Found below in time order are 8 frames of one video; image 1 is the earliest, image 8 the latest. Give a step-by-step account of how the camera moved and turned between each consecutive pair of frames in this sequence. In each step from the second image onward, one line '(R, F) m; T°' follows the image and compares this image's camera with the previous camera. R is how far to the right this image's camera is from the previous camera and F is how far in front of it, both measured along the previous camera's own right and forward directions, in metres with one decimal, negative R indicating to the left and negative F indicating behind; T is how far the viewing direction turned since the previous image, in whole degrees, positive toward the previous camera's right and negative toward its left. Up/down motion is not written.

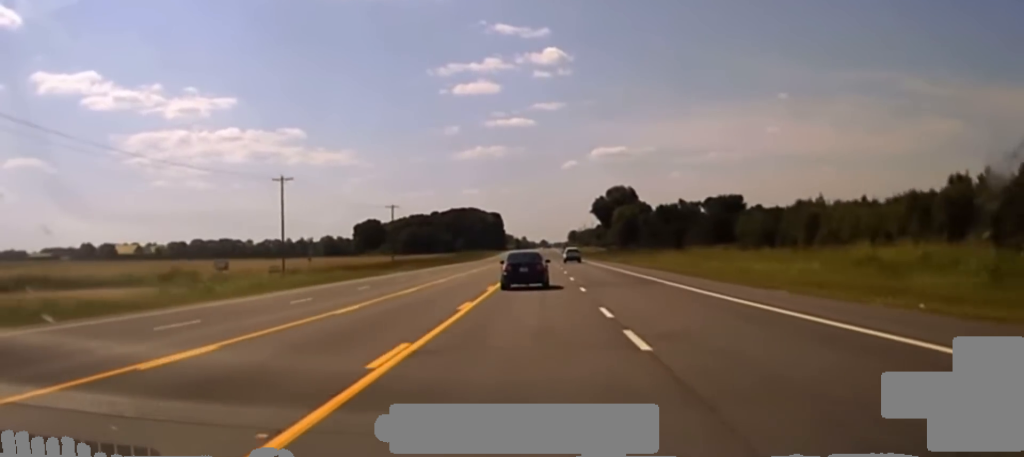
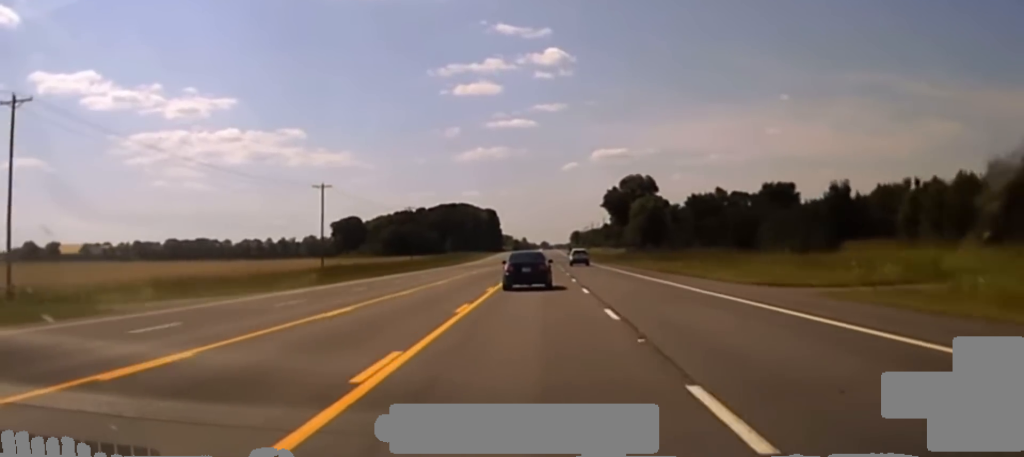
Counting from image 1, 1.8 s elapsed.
(0.0, +60.7) m; +1°
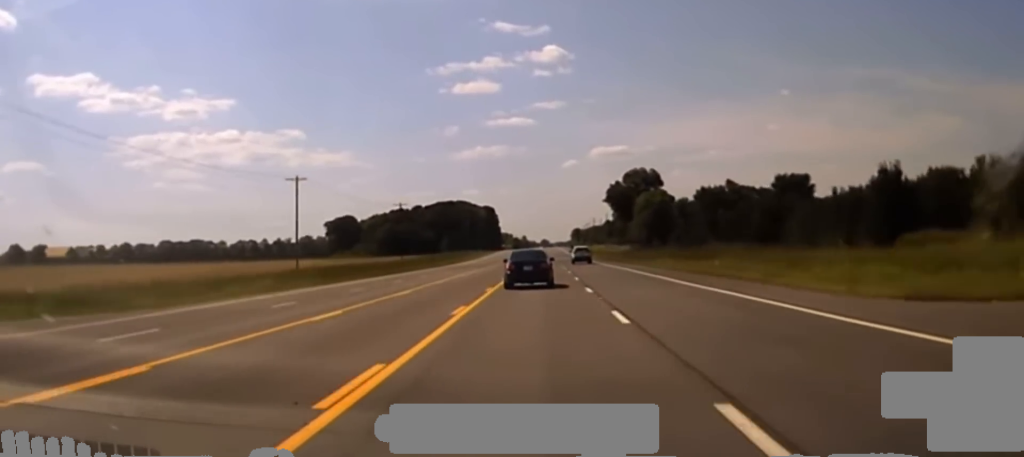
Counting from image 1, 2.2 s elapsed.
(0.0, +12.4) m; 0°
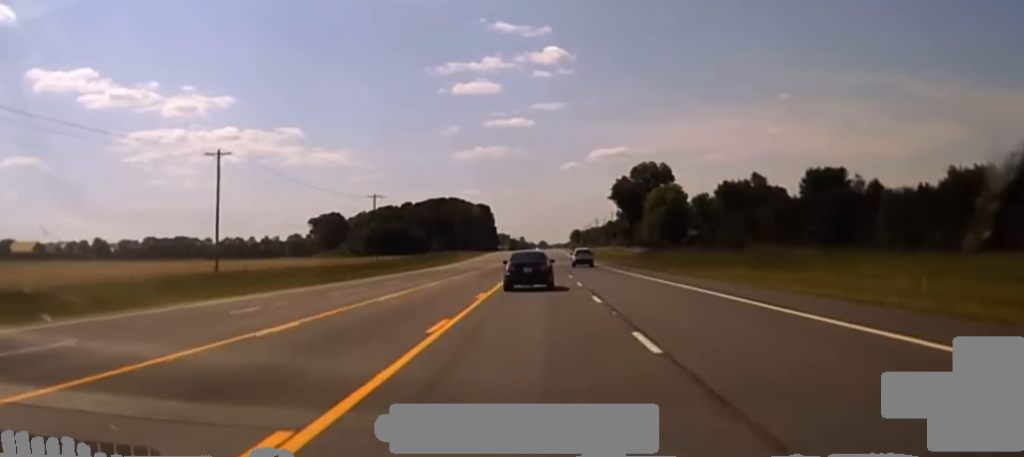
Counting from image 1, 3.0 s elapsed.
(0.0, +25.9) m; 0°
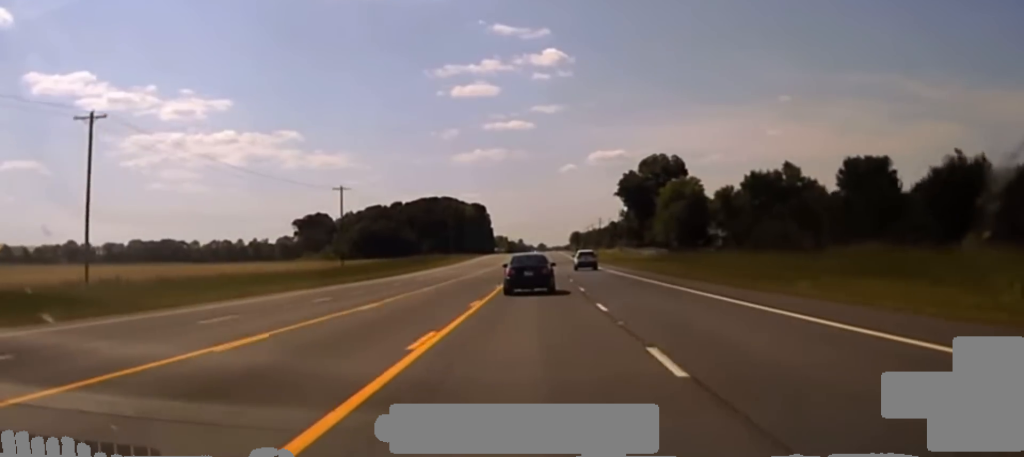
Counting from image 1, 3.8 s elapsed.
(0.0, +24.9) m; 0°
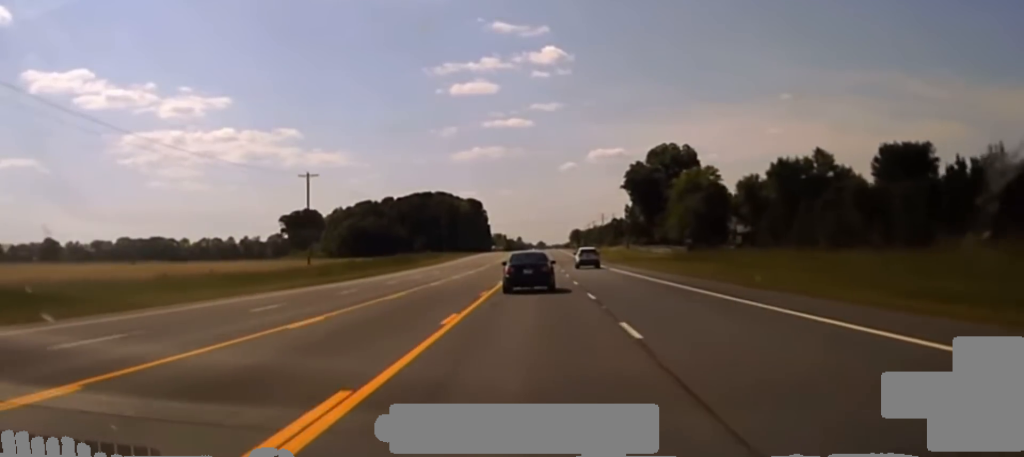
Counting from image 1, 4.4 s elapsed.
(0.0, +20.2) m; 0°
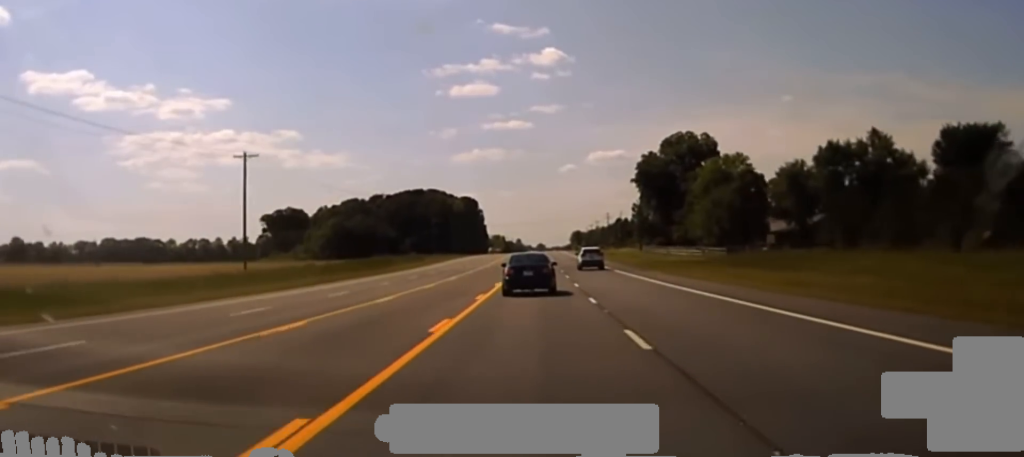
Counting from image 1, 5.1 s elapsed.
(-0.1, +29.0) m; 0°
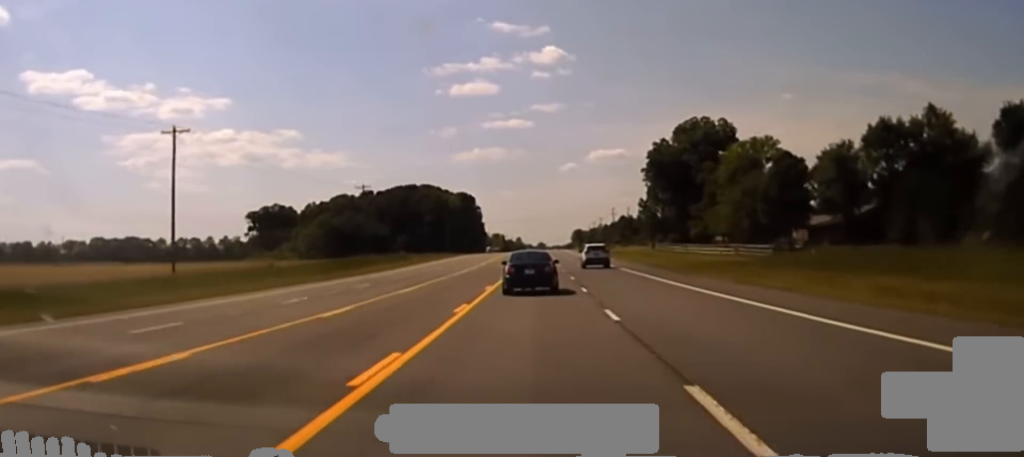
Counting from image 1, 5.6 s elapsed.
(-0.1, +21.7) m; 0°
